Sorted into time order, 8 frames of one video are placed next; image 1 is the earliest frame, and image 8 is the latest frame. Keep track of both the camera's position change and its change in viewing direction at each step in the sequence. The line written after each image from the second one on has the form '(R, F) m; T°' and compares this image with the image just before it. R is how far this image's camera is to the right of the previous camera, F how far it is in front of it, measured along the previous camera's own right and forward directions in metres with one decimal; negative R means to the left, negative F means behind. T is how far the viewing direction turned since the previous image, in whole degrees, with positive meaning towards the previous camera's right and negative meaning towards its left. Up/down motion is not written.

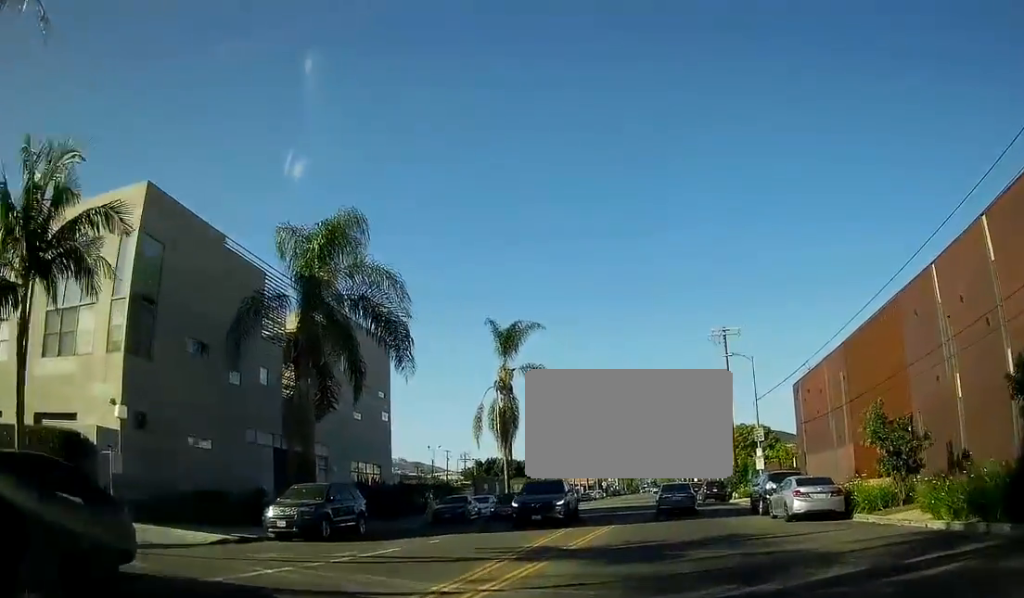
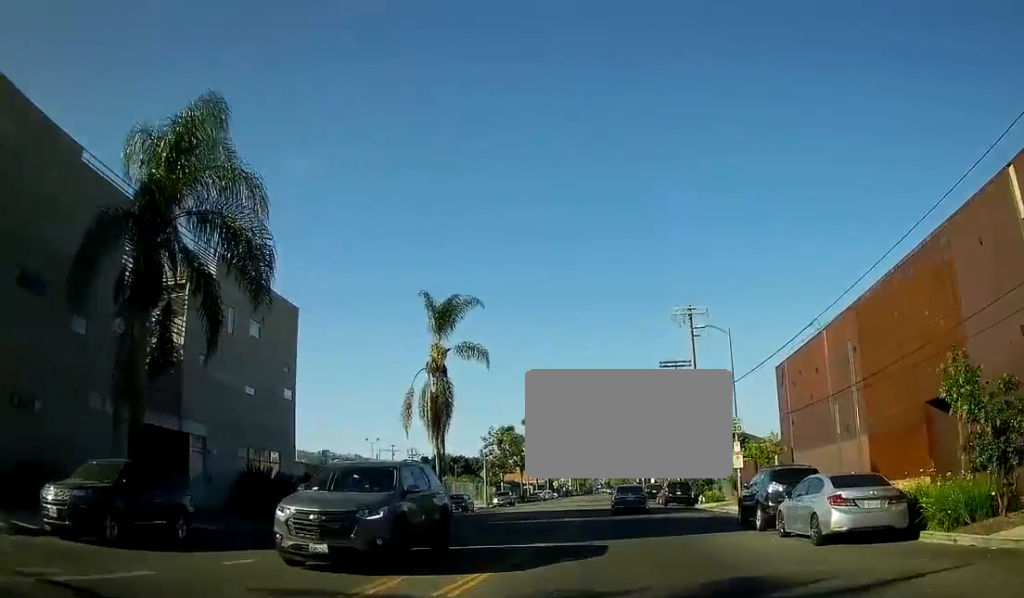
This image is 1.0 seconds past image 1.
(+0.6, +8.6) m; -1°
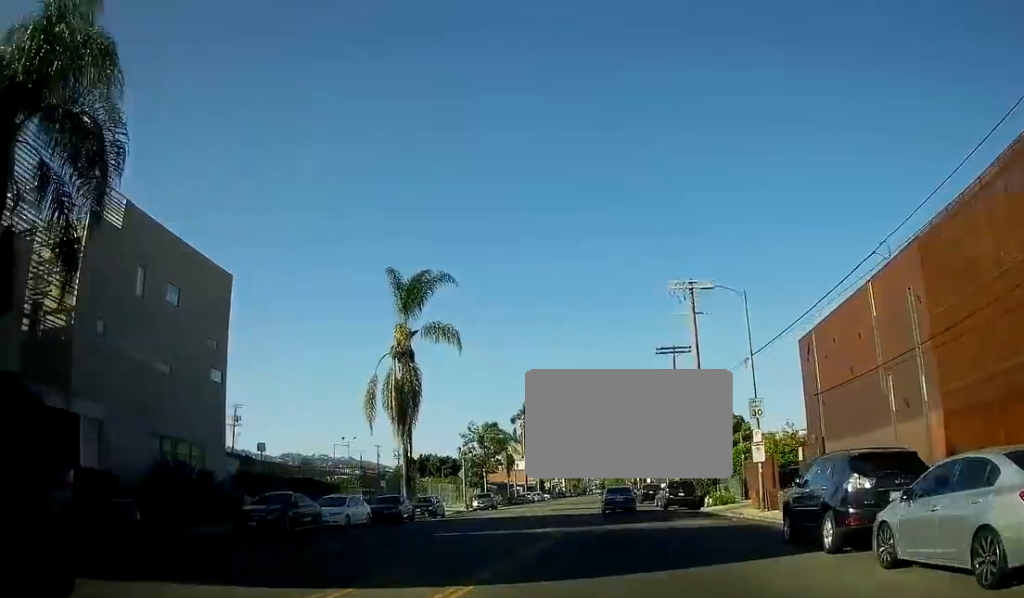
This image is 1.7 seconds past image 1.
(-0.4, +7.2) m; -3°
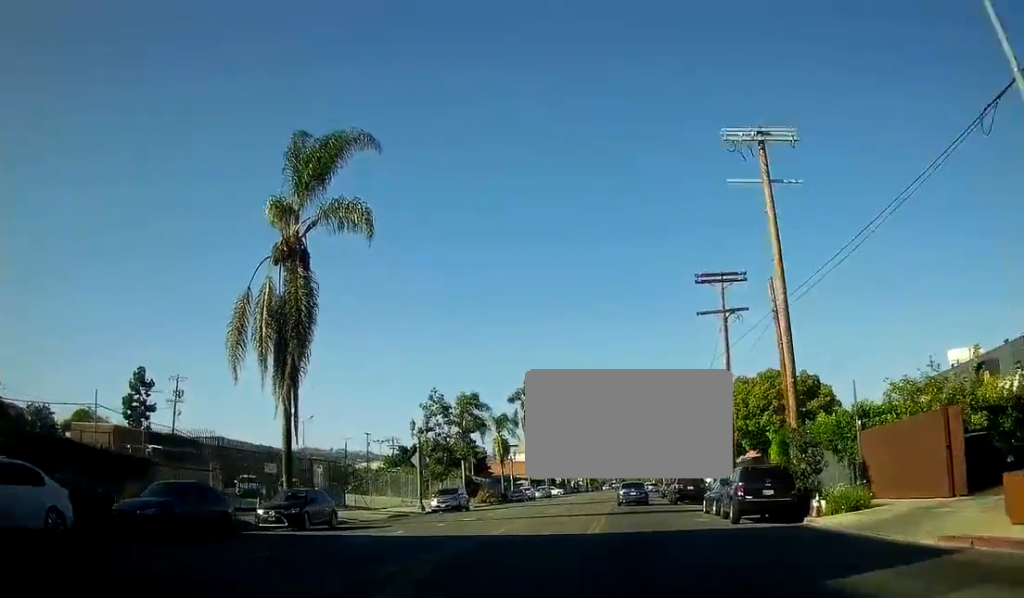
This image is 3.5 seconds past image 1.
(-0.7, +20.8) m; -2°
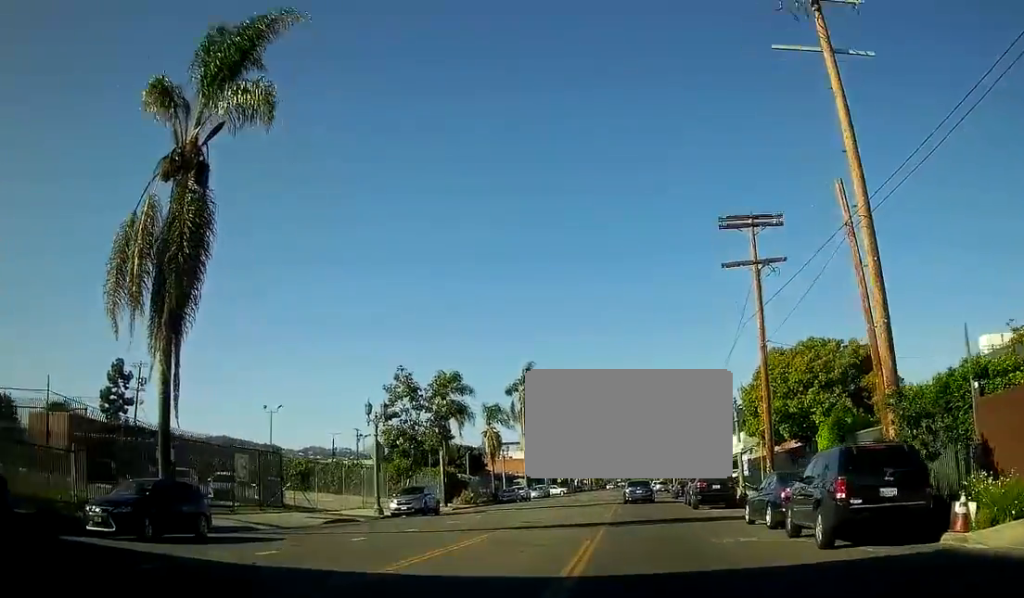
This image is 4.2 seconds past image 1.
(0.0, +9.6) m; 0°
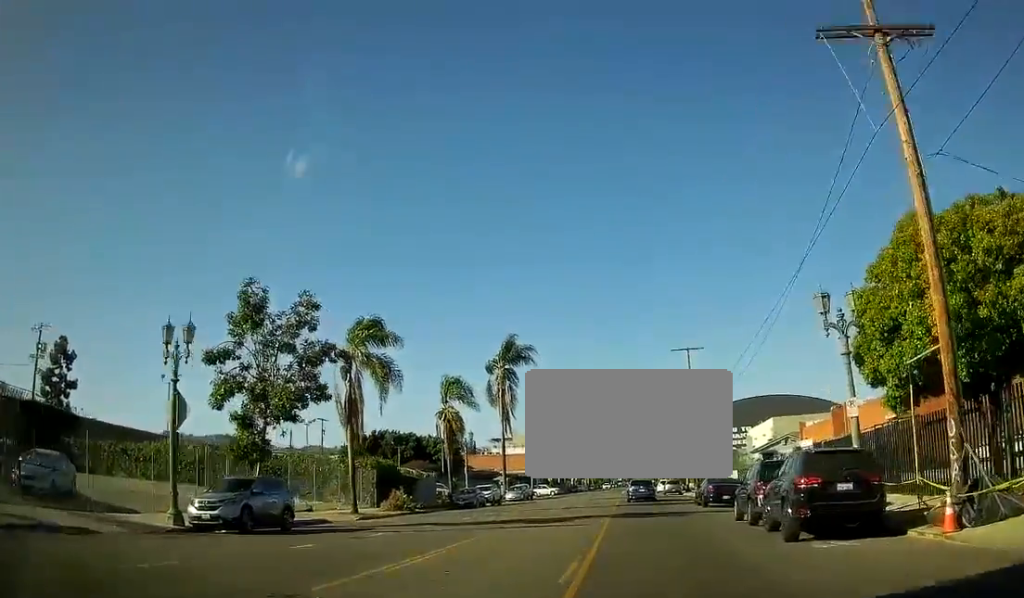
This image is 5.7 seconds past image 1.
(0.0, +19.1) m; 0°
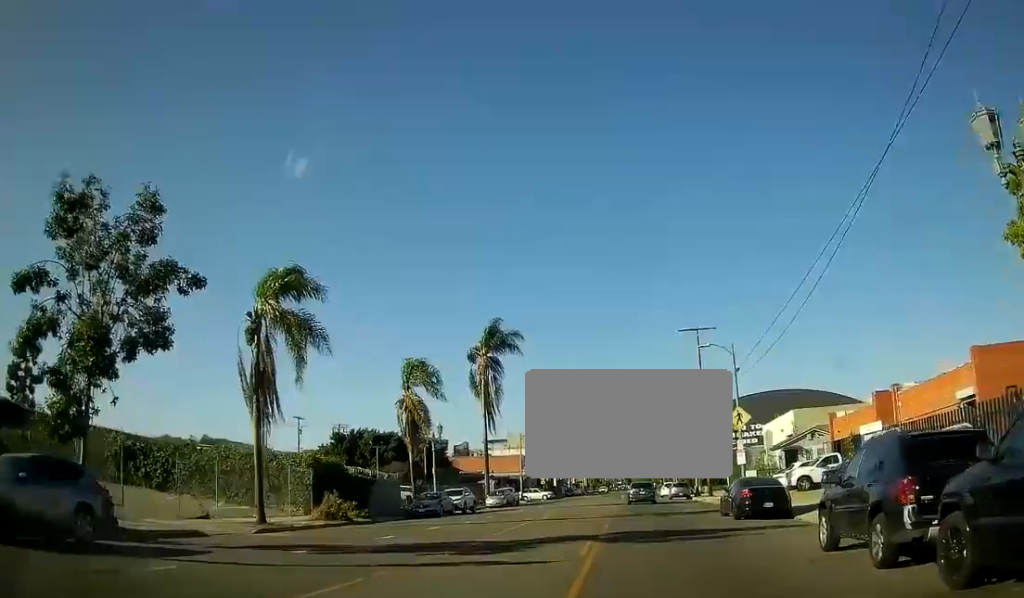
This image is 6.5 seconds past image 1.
(0.0, +10.3) m; 0°
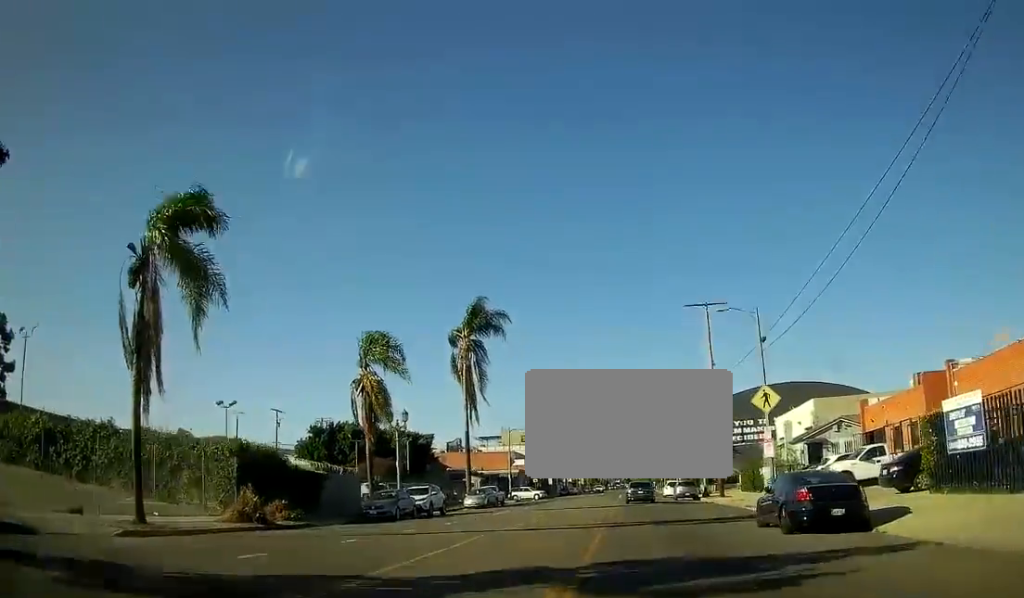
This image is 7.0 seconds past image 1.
(0.0, +7.7) m; 0°
